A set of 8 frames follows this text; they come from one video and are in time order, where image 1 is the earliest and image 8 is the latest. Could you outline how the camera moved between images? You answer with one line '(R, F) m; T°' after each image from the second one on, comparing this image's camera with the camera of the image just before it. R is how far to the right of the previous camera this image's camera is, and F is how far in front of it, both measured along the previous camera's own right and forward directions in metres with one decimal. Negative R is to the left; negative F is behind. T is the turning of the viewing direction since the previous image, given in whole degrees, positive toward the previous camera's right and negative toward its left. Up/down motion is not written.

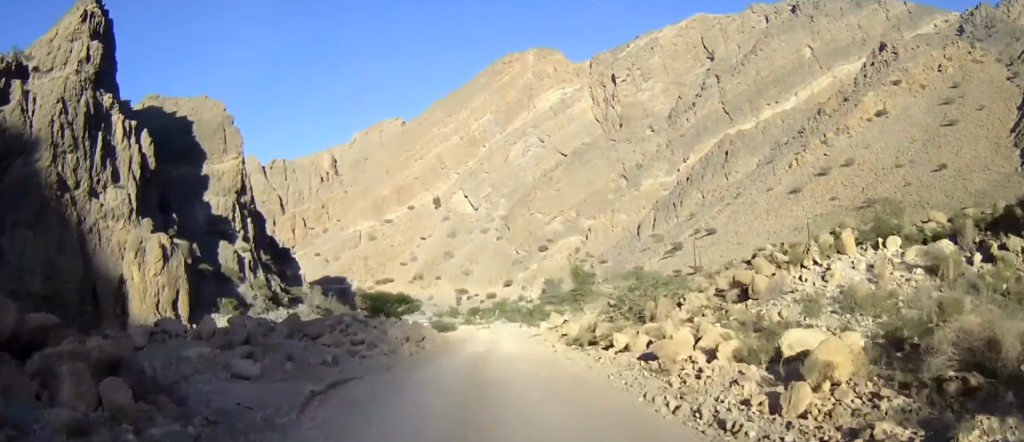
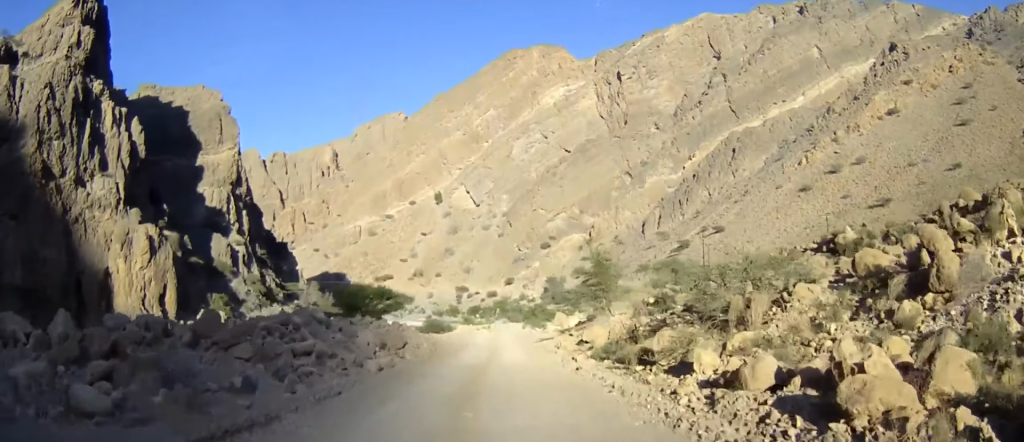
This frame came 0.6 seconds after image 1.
(0.0, +7.4) m; 0°
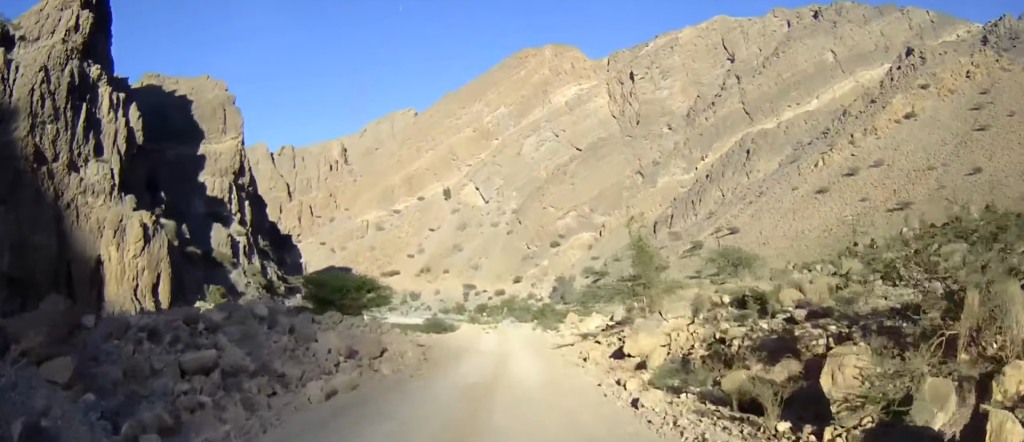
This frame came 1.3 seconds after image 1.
(0.0, +7.4) m; 0°
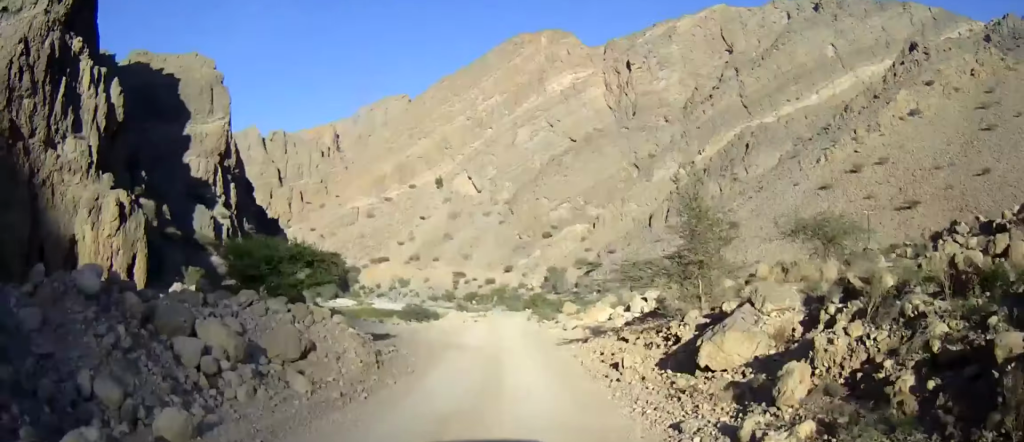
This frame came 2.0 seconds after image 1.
(0.0, +7.7) m; 0°
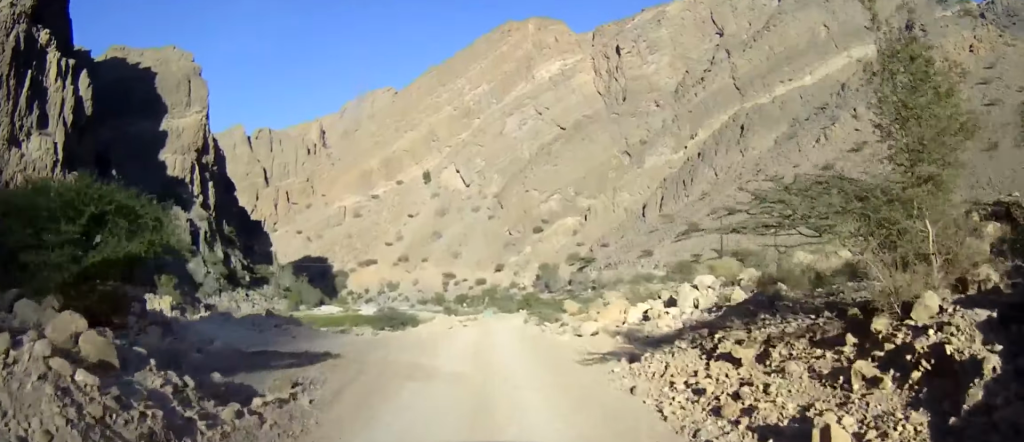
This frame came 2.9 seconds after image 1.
(0.0, +10.6) m; 0°
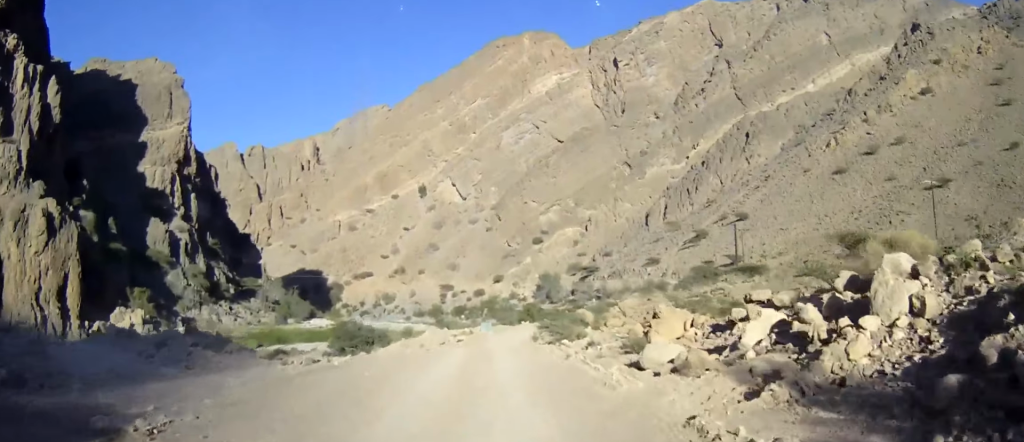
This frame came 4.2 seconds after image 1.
(0.0, +13.3) m; 0°
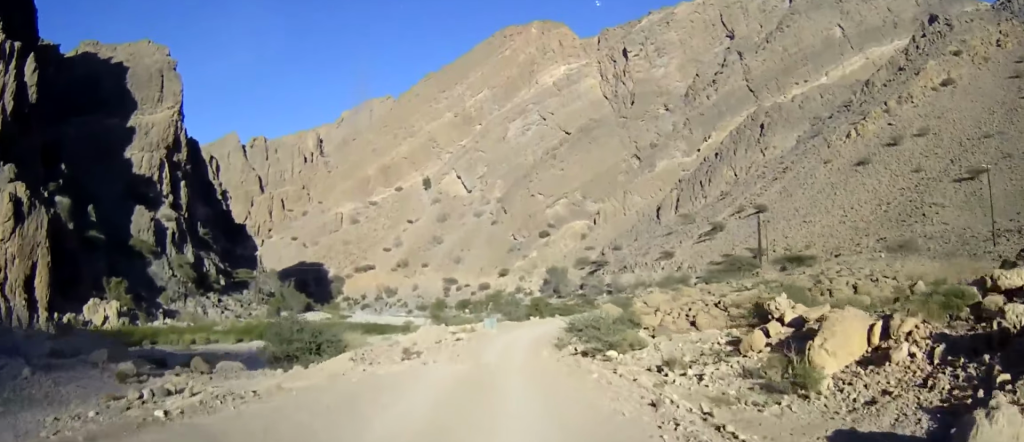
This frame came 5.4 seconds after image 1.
(0.0, +12.3) m; 0°
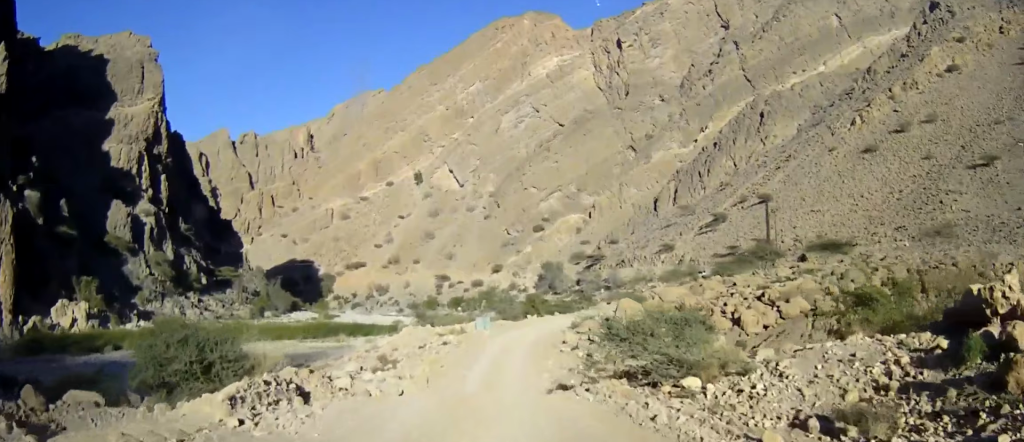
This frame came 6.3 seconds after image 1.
(0.0, +9.4) m; 0°
